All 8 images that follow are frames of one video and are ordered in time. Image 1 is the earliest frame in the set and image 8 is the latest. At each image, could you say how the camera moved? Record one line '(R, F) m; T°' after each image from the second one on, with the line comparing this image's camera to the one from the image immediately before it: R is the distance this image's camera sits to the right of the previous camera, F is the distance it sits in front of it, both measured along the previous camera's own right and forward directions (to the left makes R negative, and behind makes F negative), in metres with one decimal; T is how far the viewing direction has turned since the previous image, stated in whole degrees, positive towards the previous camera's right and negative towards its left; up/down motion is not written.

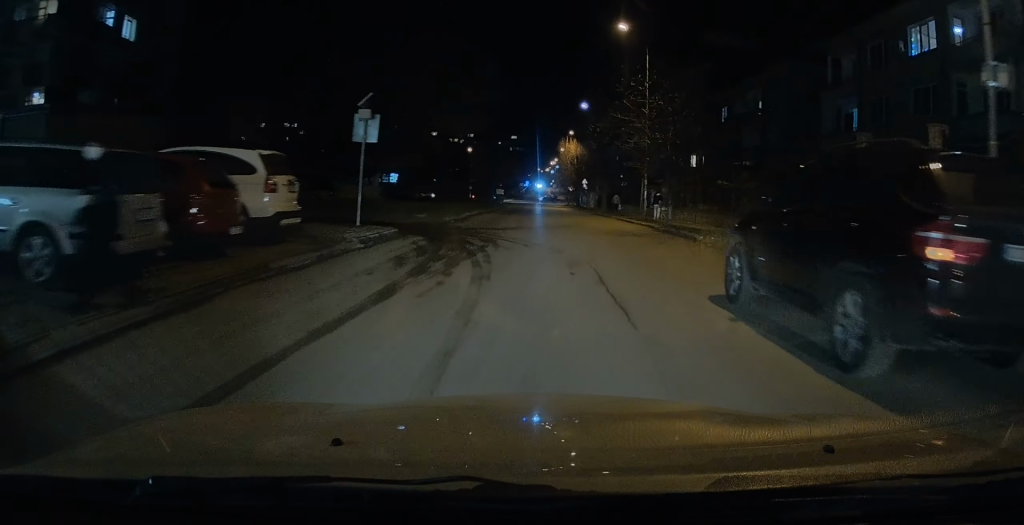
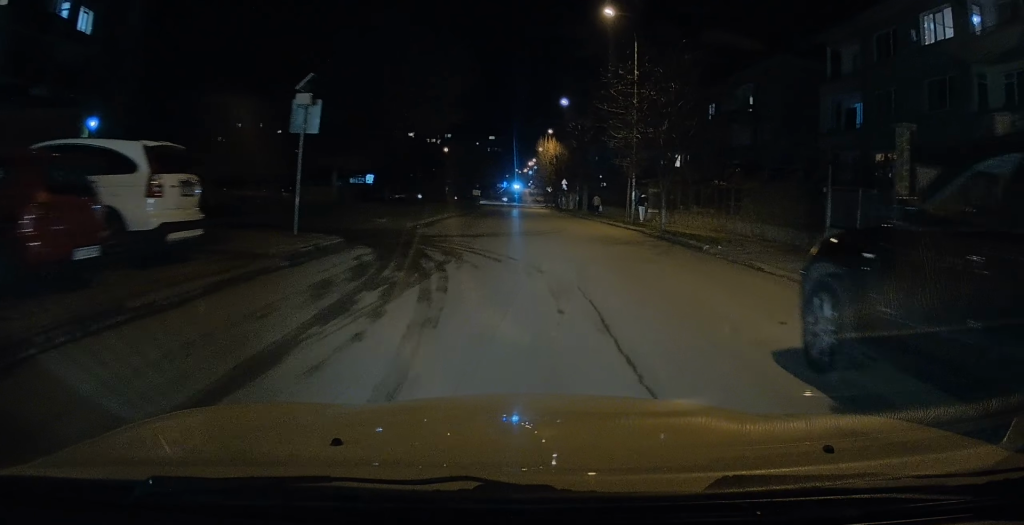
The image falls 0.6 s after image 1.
(+0.1, +2.9) m; +3°
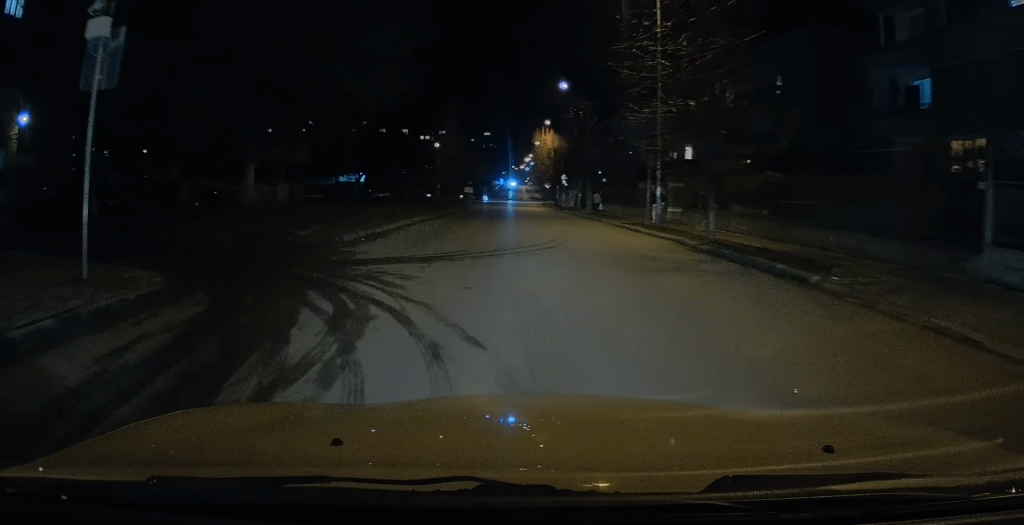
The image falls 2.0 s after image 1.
(+0.4, +7.0) m; +3°
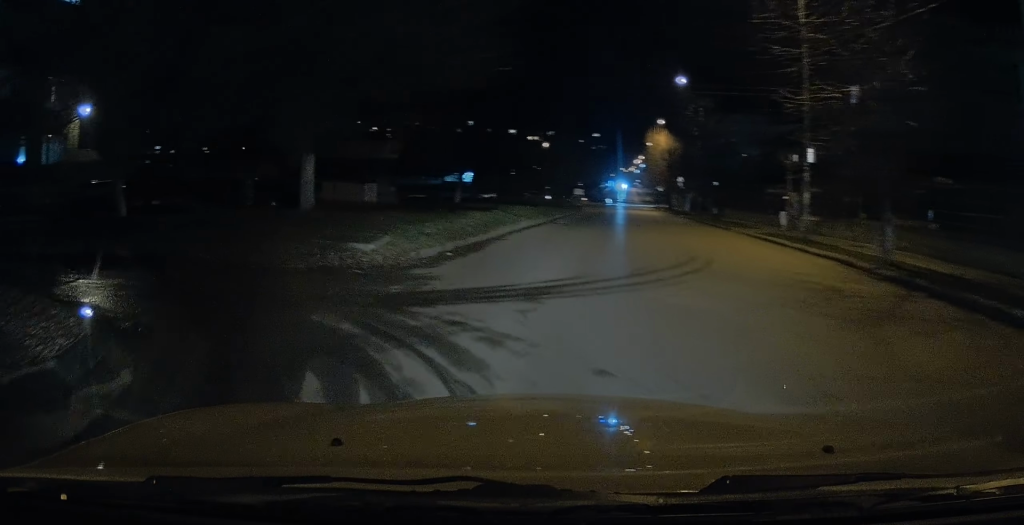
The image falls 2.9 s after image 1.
(-0.1, +3.9) m; -8°
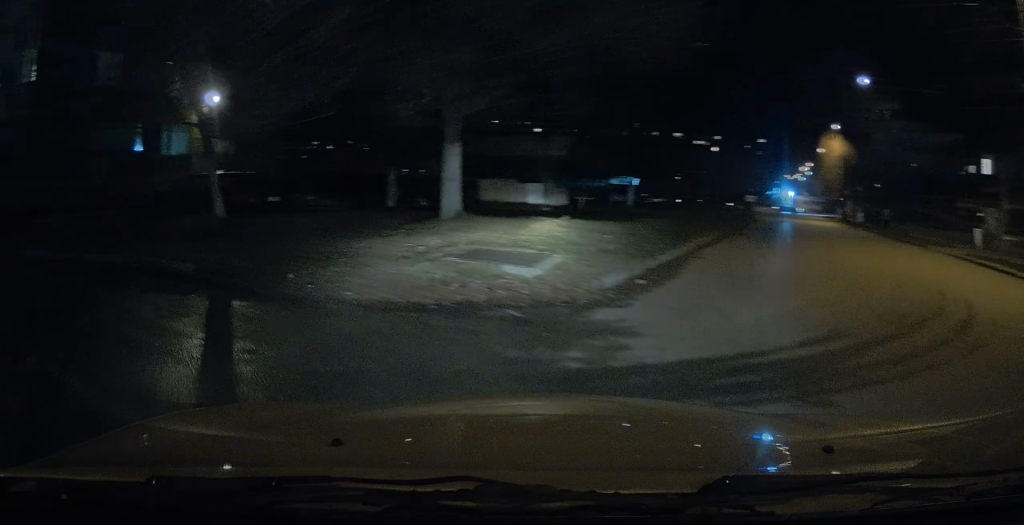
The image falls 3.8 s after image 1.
(-0.4, +3.4) m; -18°
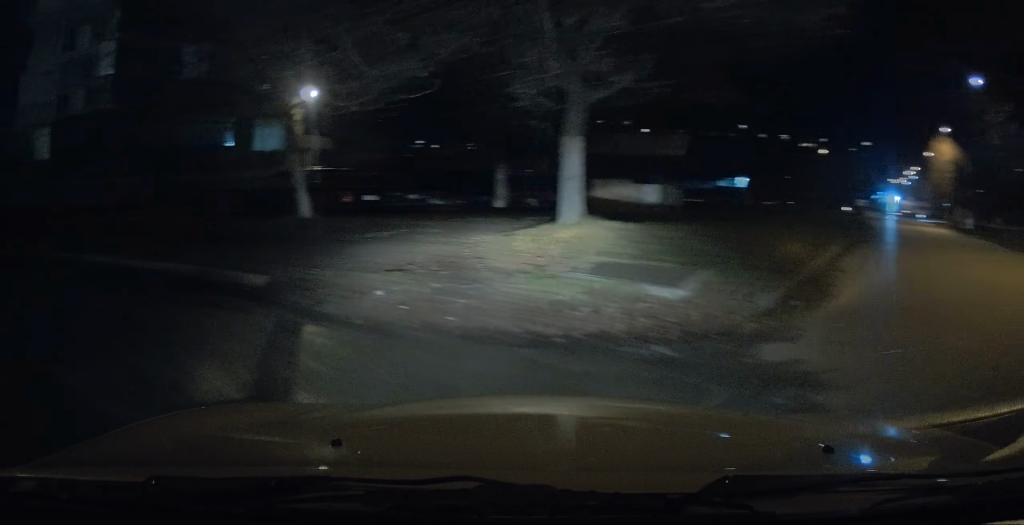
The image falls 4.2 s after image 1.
(0.0, +1.5) m; -11°
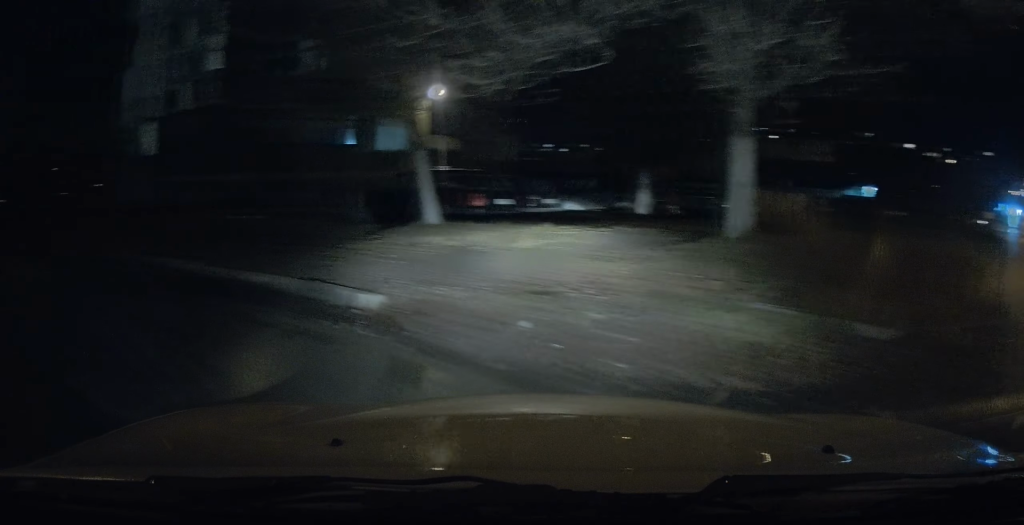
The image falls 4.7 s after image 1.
(-0.2, +1.3) m; -13°
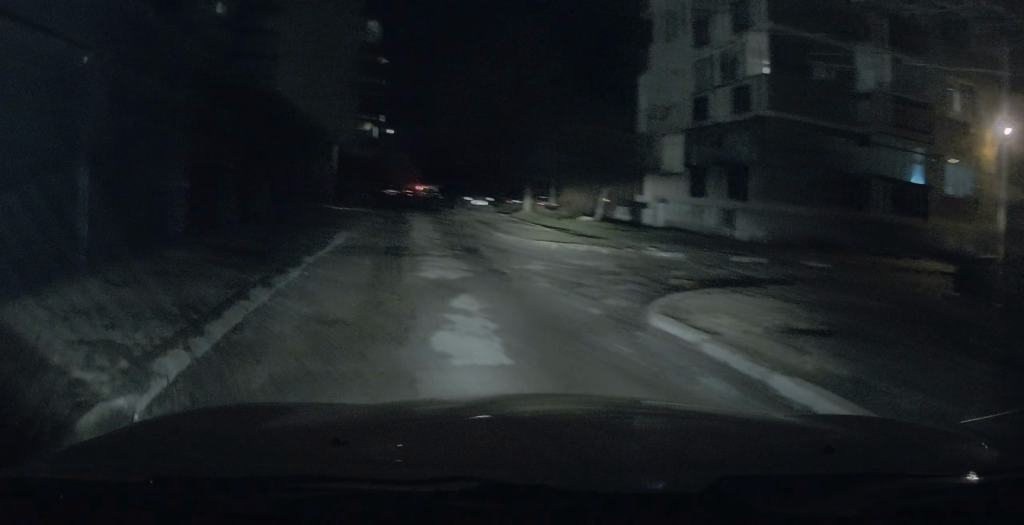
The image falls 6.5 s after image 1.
(-2.4, +4.5) m; -48°
